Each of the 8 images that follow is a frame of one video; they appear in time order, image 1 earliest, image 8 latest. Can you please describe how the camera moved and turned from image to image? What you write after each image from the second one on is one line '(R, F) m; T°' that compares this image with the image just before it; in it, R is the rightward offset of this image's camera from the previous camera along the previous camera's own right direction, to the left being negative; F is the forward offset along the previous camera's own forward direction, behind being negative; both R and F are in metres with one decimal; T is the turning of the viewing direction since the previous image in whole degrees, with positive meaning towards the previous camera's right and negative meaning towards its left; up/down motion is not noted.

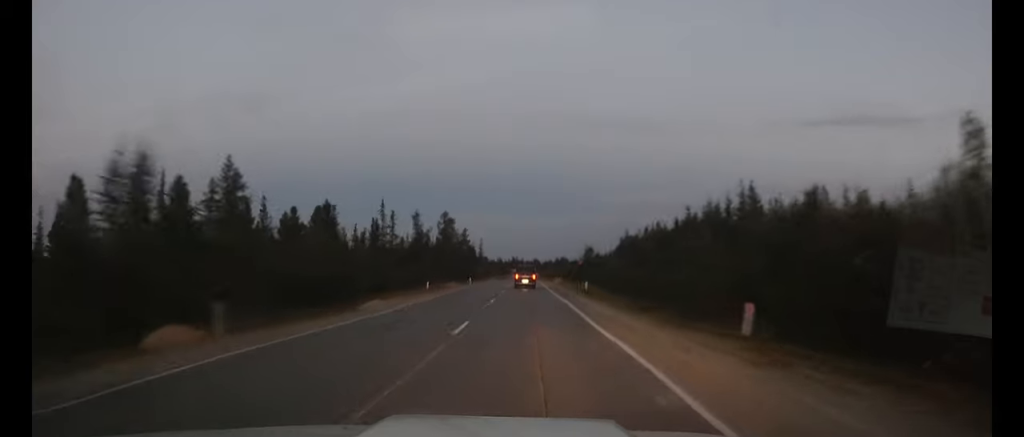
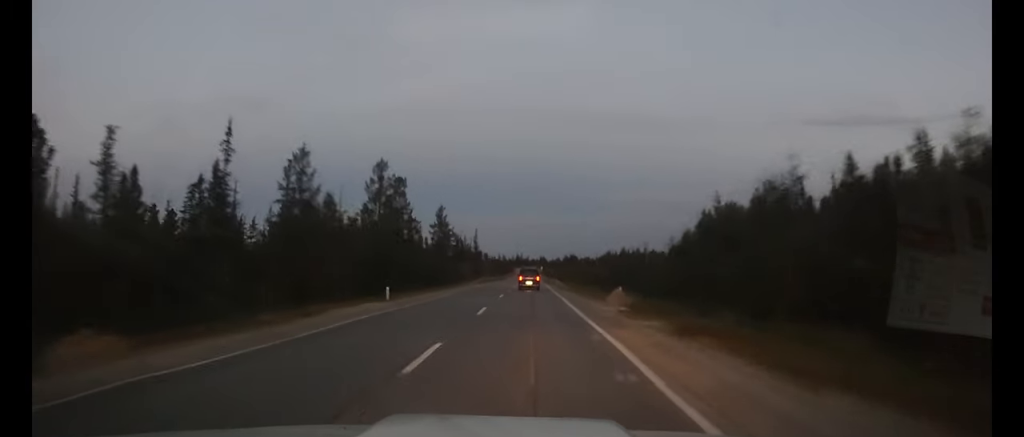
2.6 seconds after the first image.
(-0.4, +52.2) m; -1°
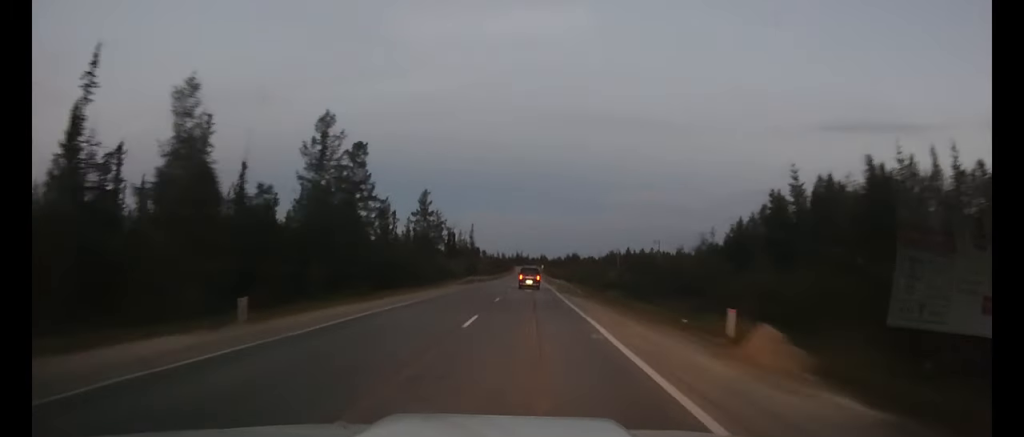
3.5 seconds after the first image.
(-0.1, +18.4) m; 0°
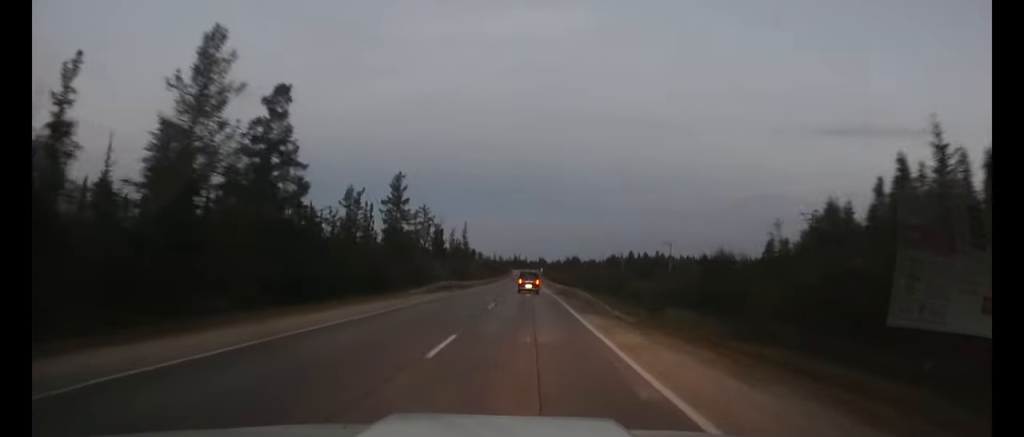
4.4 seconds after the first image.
(0.0, +18.3) m; 0°
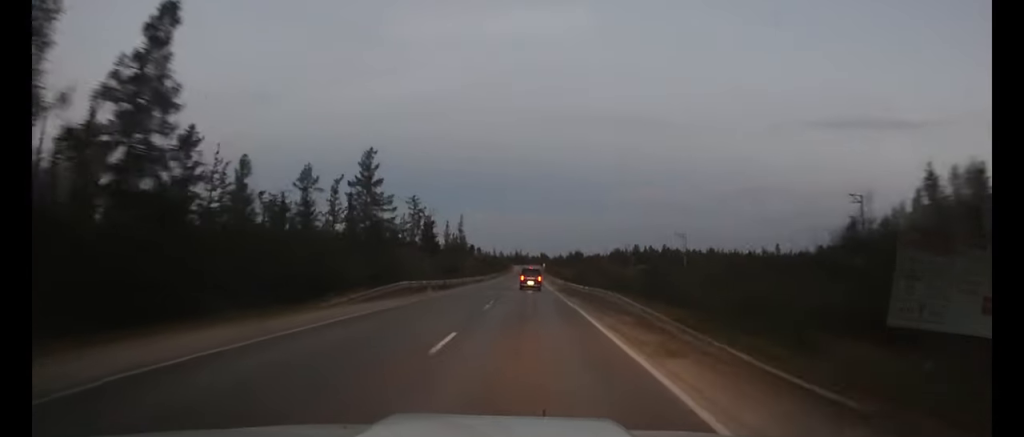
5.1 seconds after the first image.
(0.0, +14.2) m; 0°
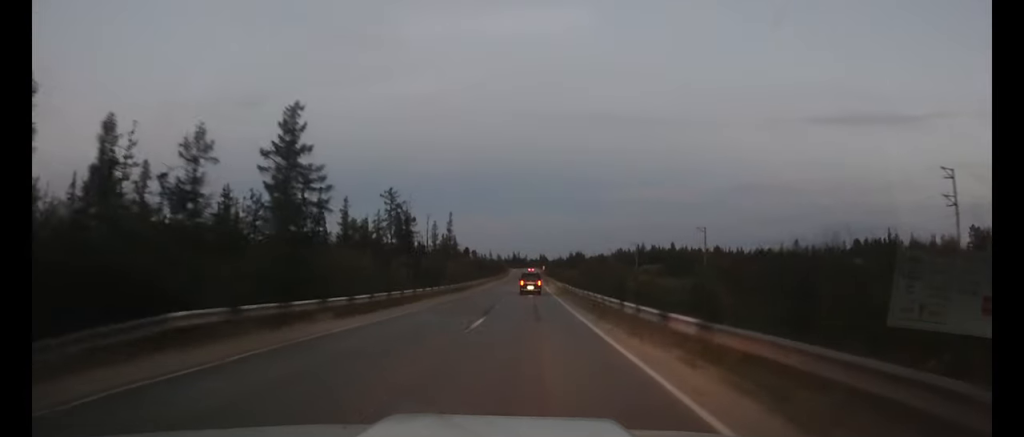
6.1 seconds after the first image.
(0.0, +20.1) m; 0°
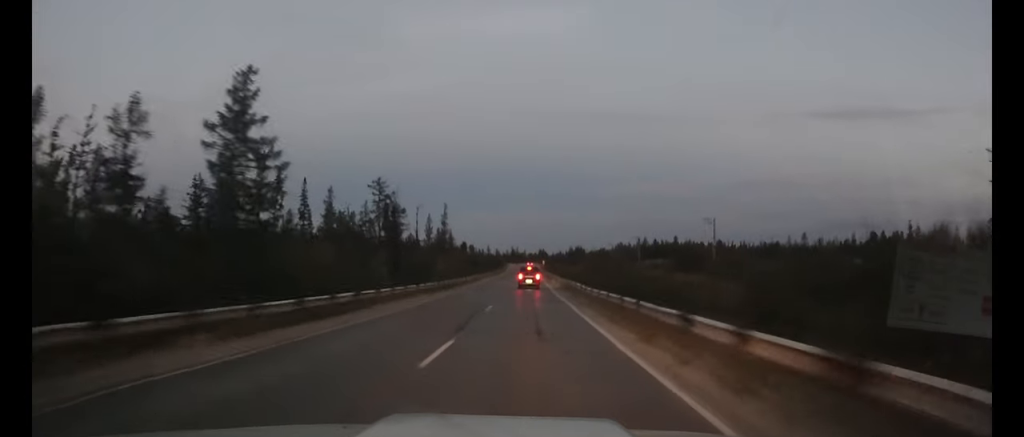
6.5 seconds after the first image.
(0.0, +8.0) m; 0°
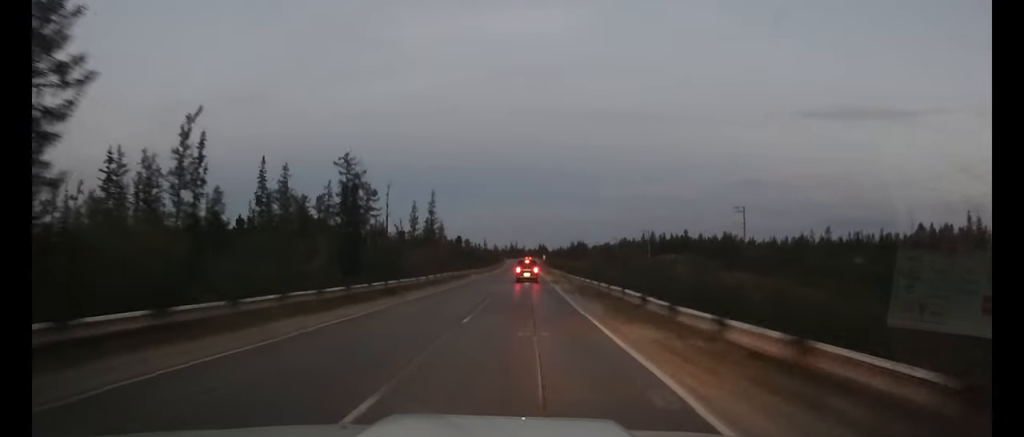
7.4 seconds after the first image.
(0.0, +19.2) m; 0°
